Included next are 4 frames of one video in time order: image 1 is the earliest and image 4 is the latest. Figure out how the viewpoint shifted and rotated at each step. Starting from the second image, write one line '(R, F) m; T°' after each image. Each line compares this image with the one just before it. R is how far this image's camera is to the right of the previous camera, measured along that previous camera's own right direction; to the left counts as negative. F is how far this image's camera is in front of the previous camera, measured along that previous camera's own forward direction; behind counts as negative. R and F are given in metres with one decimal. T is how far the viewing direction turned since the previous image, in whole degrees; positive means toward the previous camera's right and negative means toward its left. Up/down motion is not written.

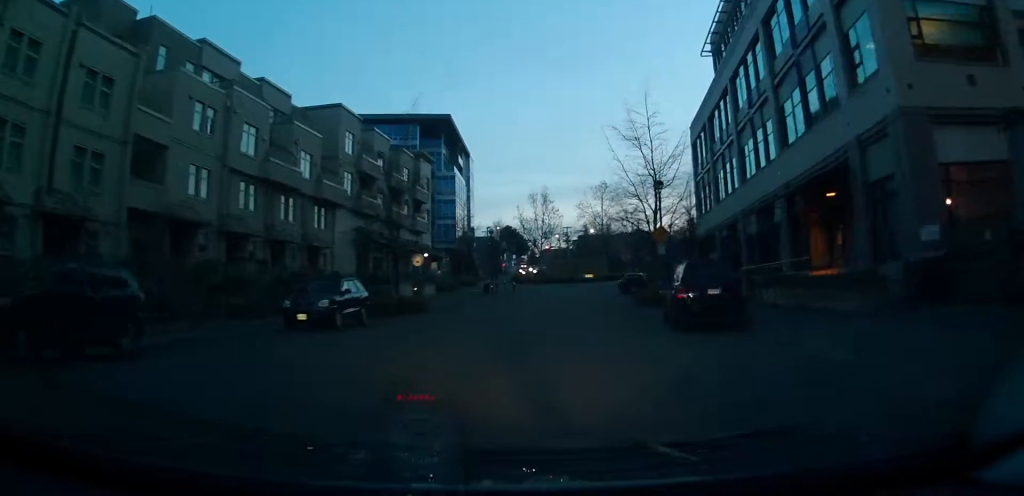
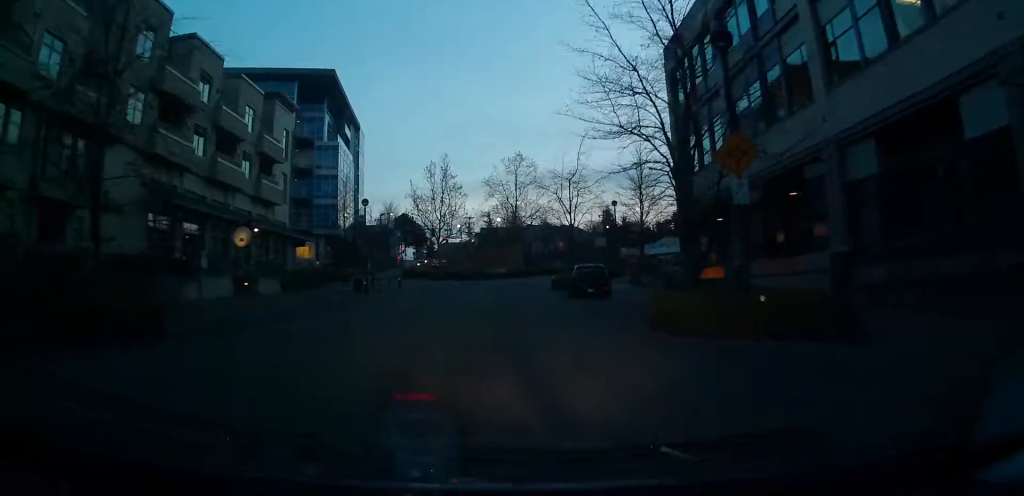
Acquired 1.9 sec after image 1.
(+0.6, +18.2) m; +3°
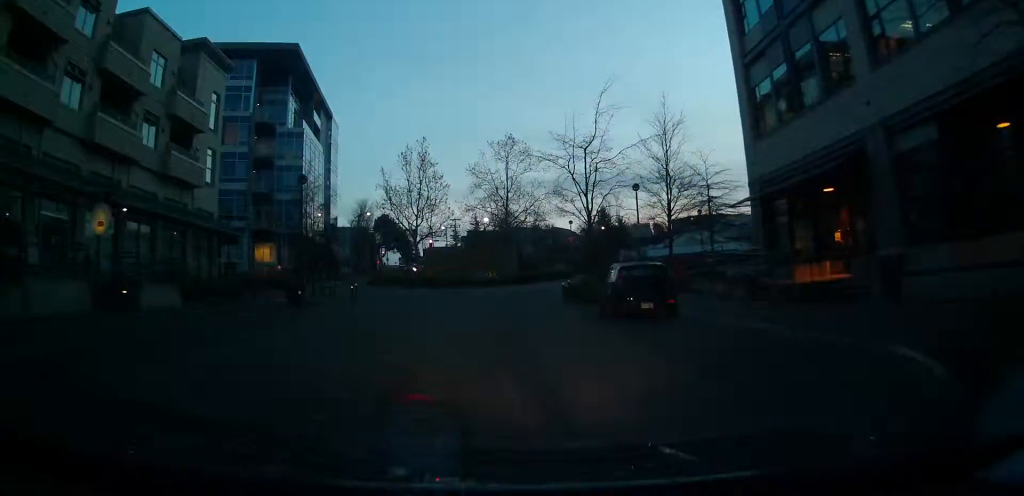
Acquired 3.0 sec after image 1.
(+0.1, +11.0) m; +5°
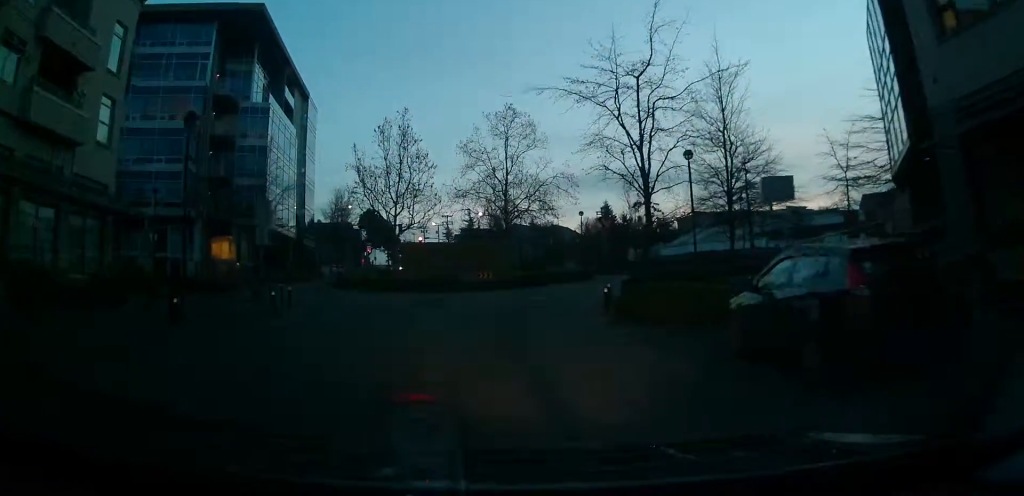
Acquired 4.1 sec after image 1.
(+0.9, +10.9) m; +6°
